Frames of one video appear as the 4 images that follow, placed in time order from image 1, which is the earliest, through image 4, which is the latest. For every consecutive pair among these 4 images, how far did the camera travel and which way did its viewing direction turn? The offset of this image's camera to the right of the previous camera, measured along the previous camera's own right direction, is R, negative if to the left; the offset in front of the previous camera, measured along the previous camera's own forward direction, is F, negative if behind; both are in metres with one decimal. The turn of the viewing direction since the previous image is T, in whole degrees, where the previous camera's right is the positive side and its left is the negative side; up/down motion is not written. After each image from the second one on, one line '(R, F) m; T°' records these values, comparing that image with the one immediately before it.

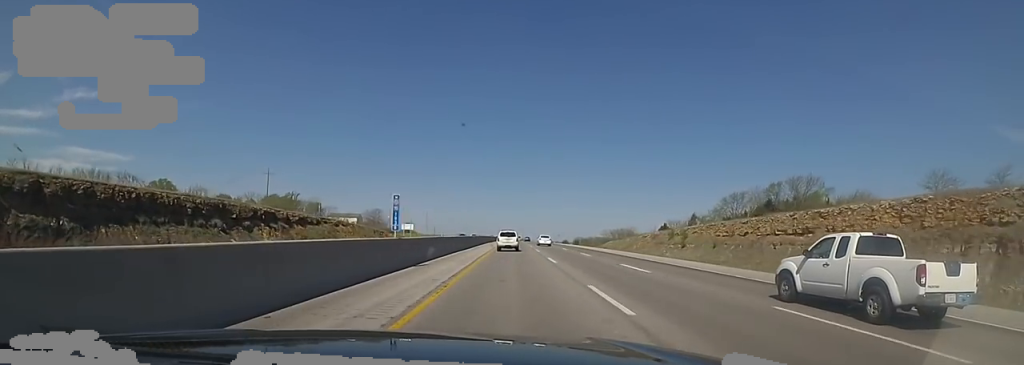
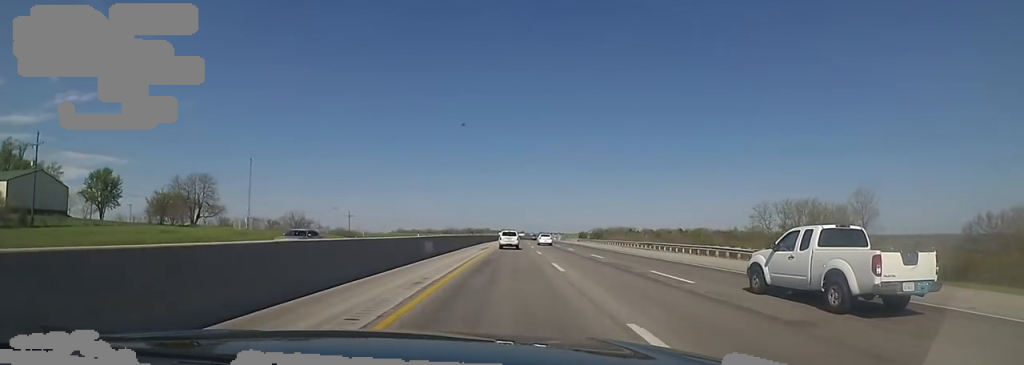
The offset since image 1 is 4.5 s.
(+3.1, +158.8) m; +1°
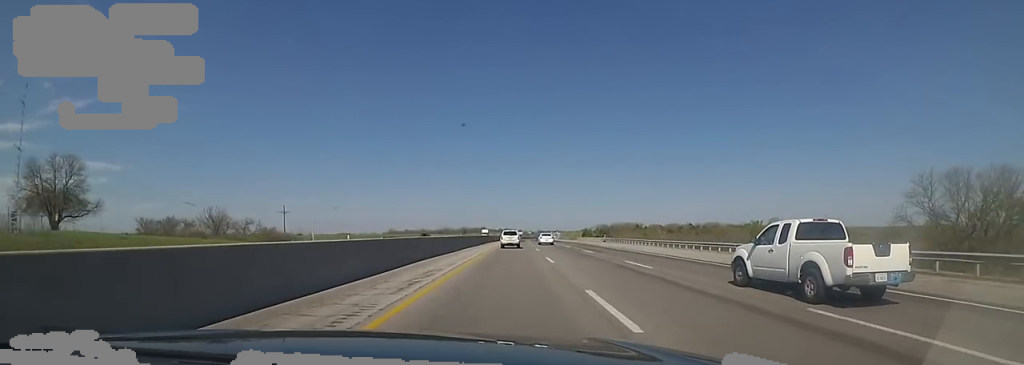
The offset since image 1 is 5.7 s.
(-0.5, +41.3) m; -1°
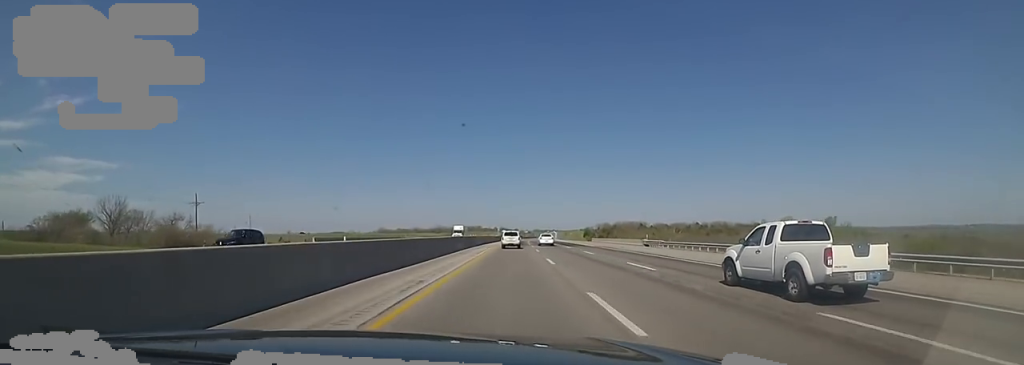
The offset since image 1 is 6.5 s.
(0.0, +31.0) m; 0°
